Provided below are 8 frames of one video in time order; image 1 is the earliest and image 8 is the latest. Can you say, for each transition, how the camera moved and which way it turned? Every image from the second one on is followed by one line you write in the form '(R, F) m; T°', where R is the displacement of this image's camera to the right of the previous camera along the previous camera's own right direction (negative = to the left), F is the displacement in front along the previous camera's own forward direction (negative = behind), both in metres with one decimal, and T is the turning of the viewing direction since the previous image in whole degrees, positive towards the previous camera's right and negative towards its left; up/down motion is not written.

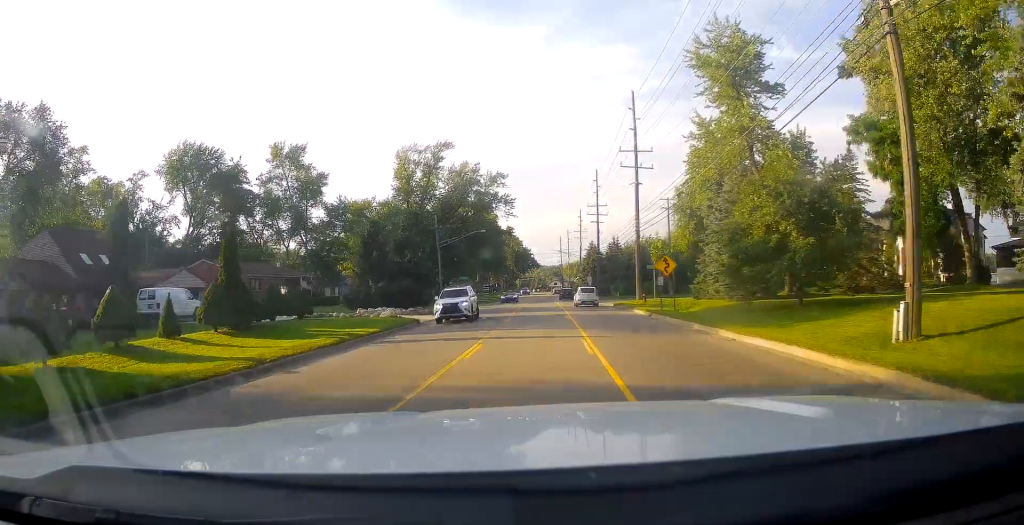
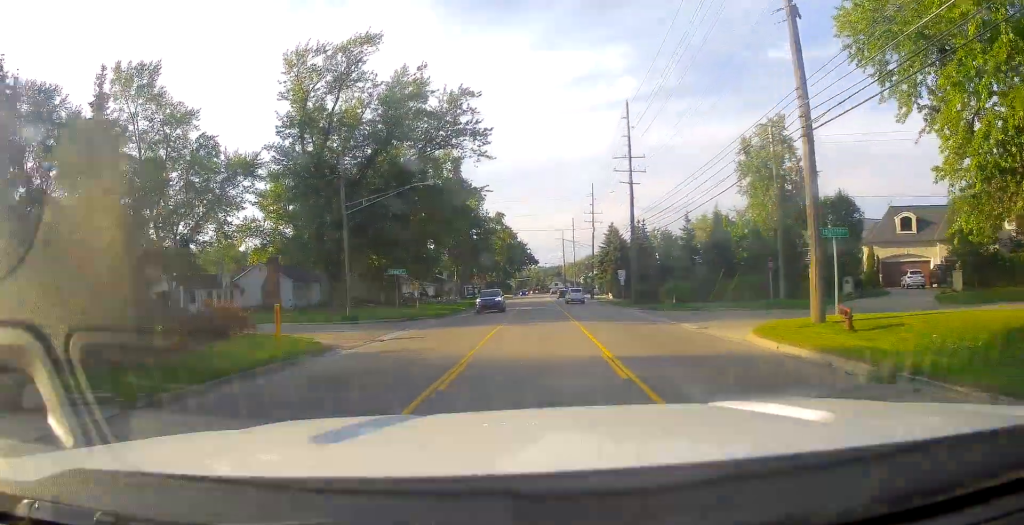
(-1.0, +38.4) m; -1°
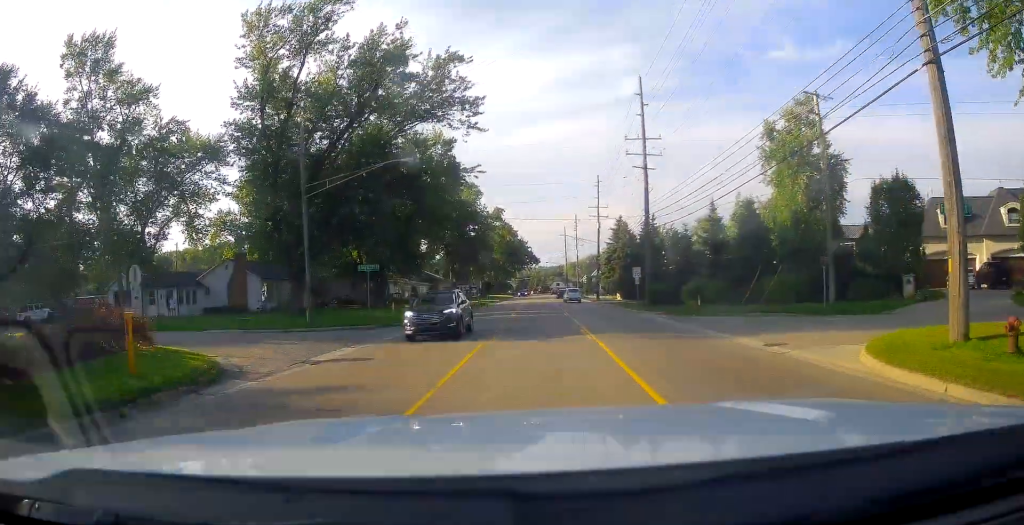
(+0.4, +9.0) m; +3°
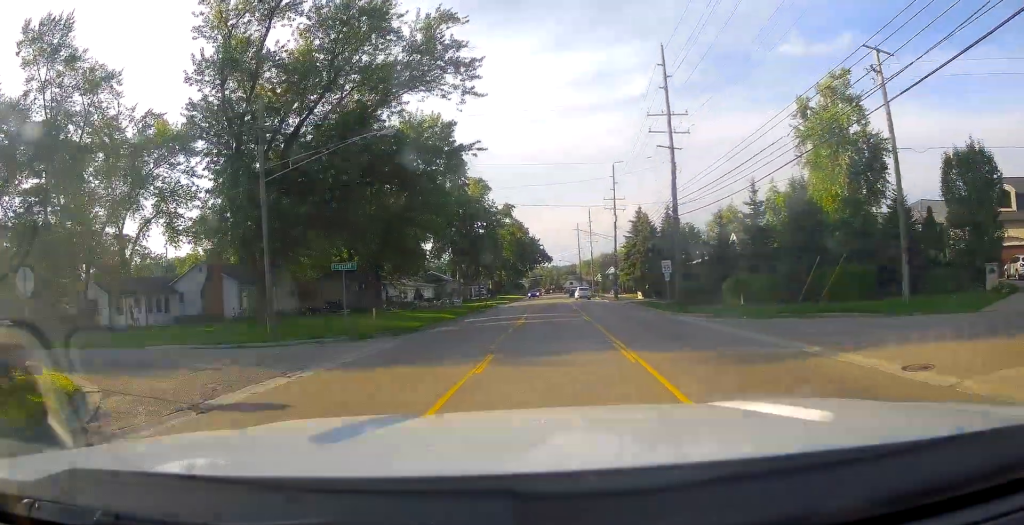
(0.0, +7.2) m; 0°
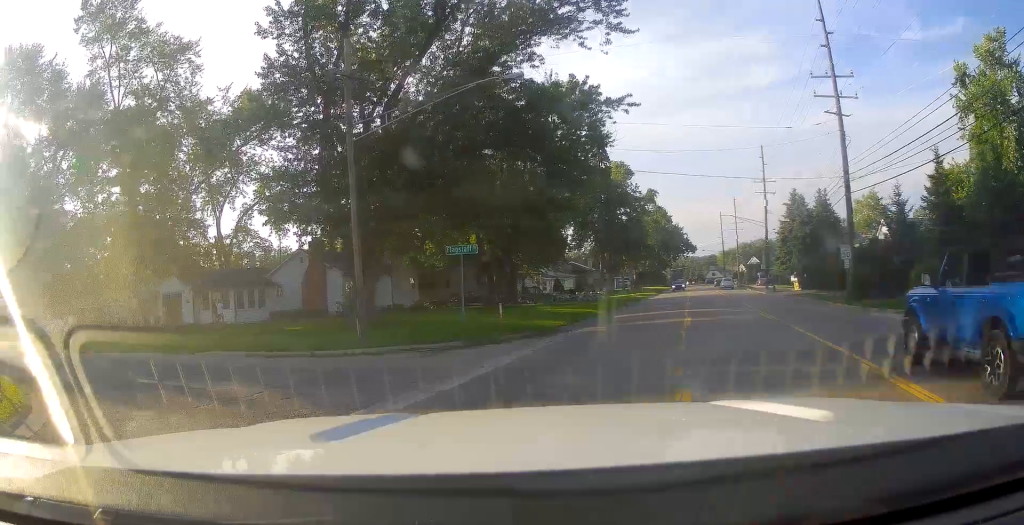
(0.0, +7.0) m; -7°
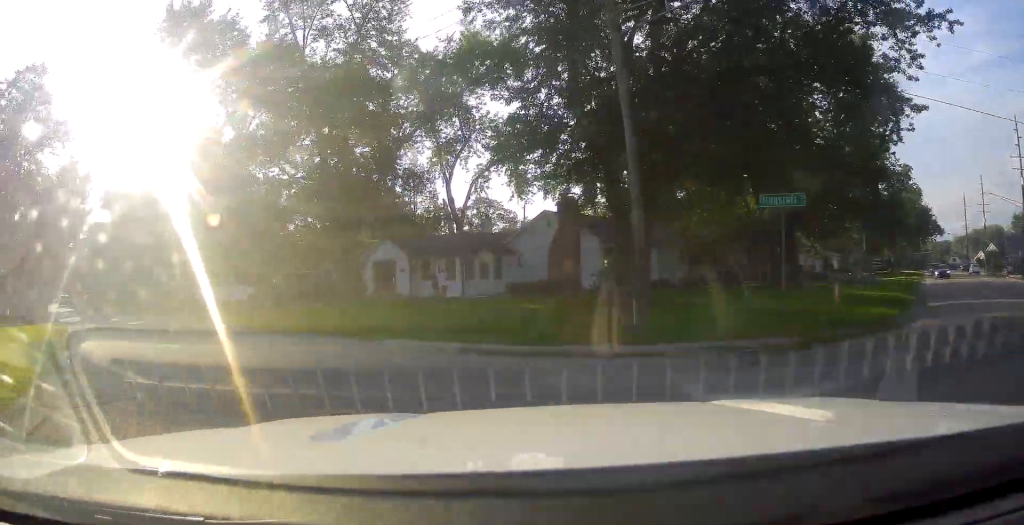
(-0.9, +7.0) m; -20°
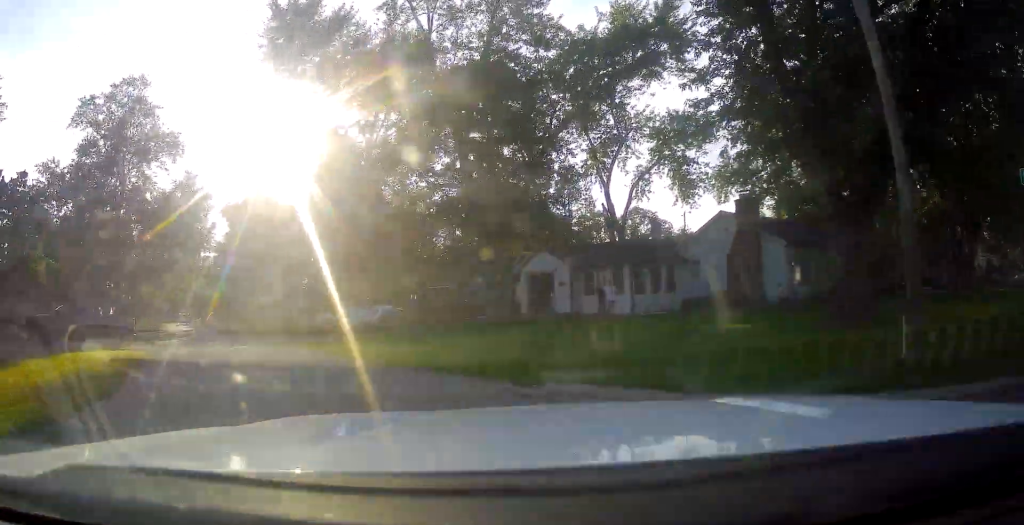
(-0.5, +4.4) m; -15°
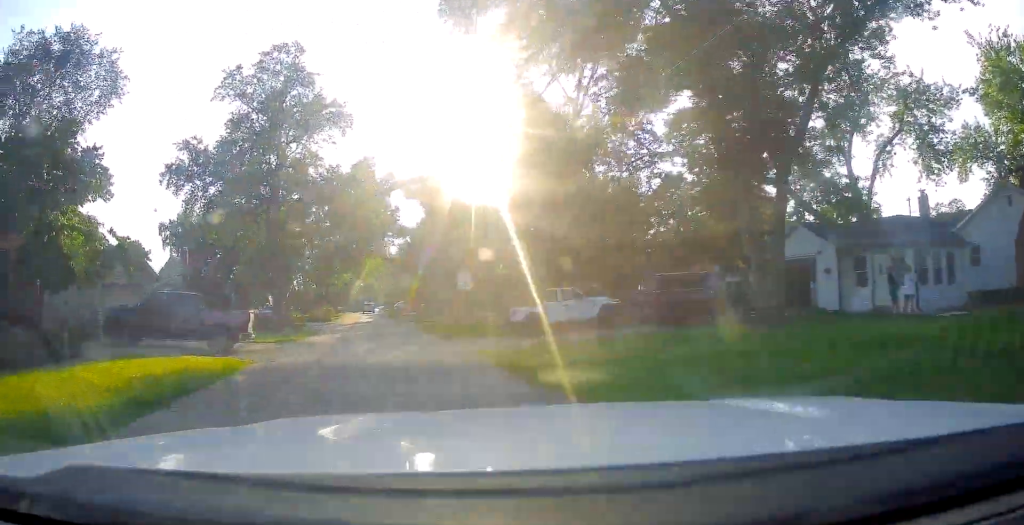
(-1.4, +7.6) m; -15°
